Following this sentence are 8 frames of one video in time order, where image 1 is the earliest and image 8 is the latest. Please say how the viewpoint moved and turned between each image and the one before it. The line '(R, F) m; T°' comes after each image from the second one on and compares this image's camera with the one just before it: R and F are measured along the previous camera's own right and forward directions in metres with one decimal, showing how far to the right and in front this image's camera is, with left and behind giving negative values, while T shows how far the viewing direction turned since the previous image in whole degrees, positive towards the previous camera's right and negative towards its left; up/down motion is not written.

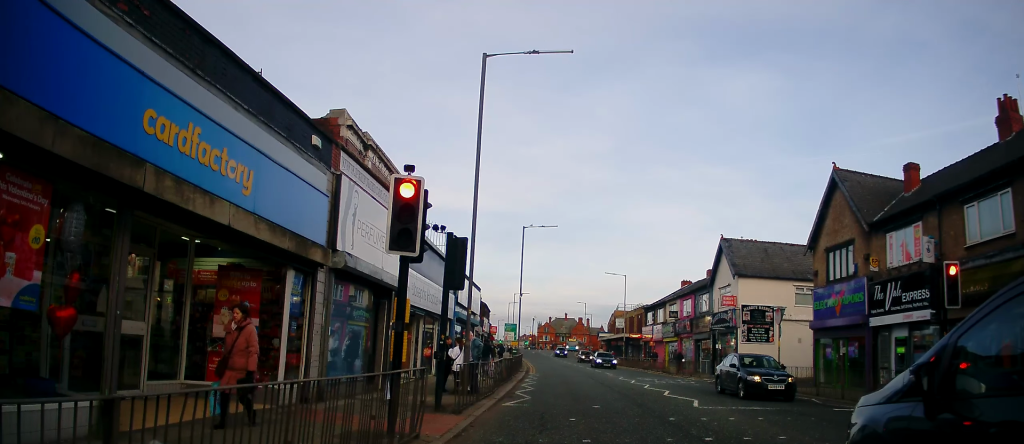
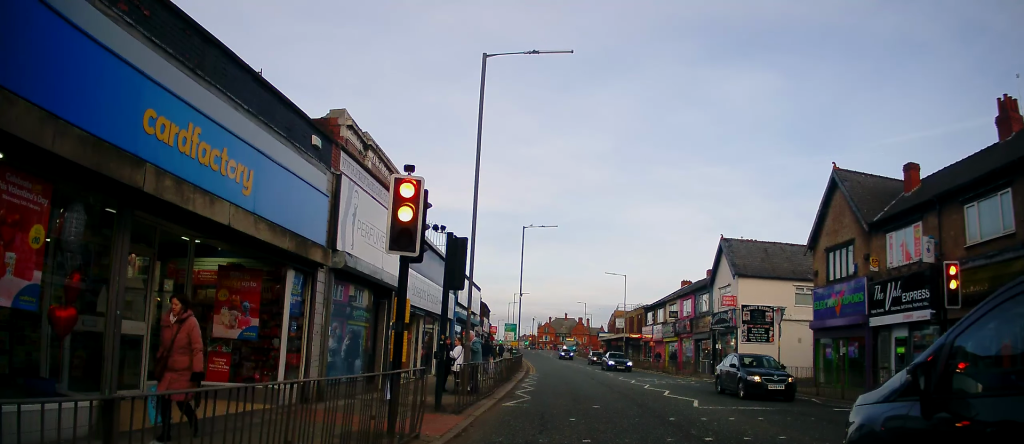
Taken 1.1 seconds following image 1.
(0.0, 0.0) m; 0°
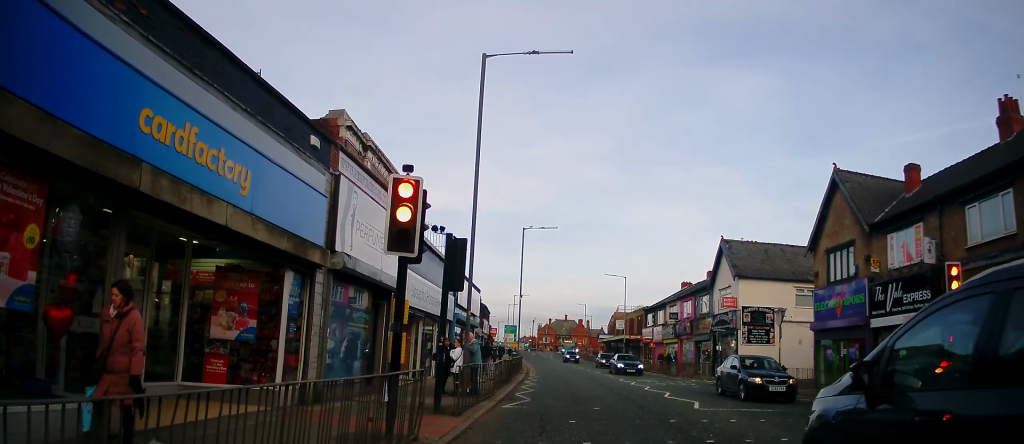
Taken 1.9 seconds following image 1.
(0.0, 0.0) m; 0°
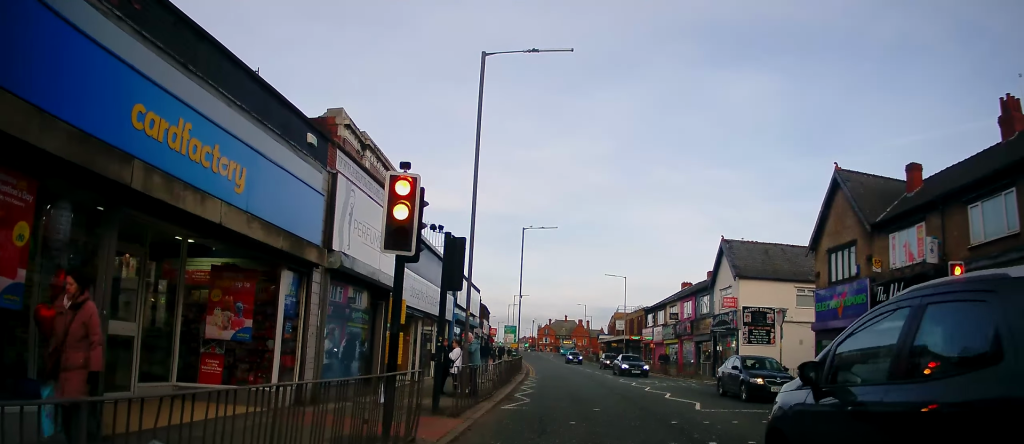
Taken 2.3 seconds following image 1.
(0.0, 0.0) m; 0°
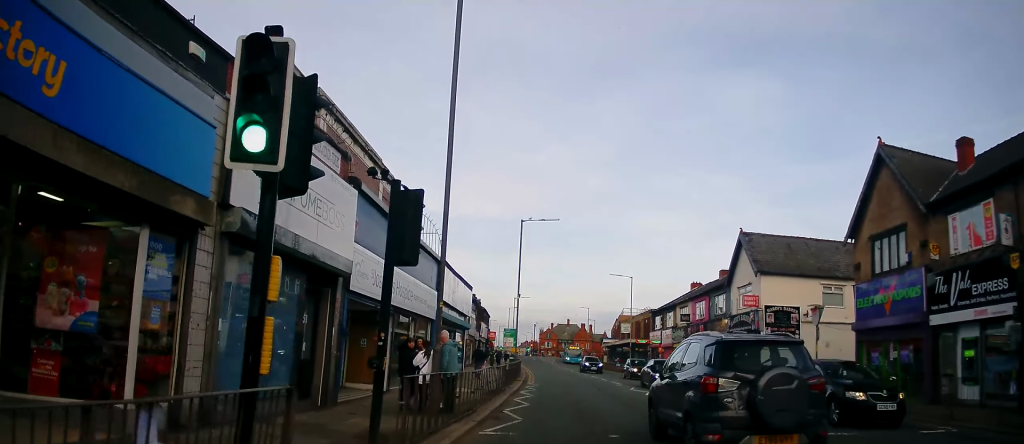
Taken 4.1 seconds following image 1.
(0.0, +2.2) m; +1°
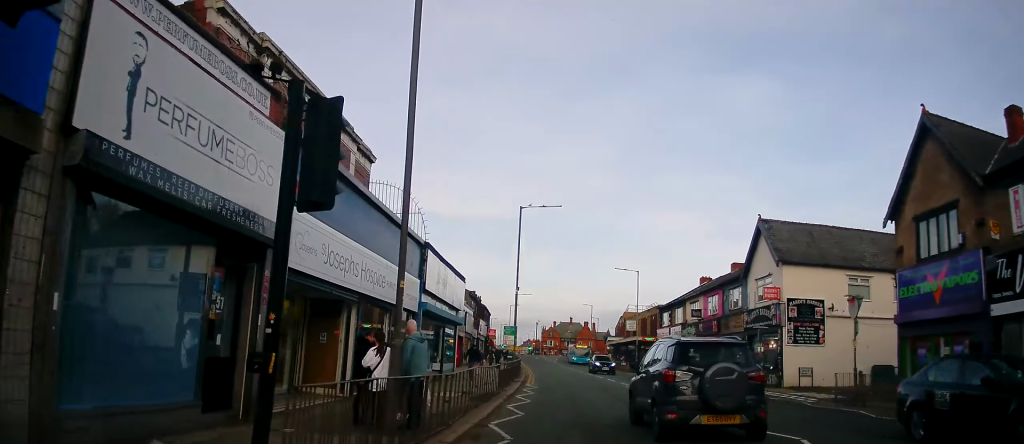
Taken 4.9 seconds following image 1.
(0.0, +2.4) m; 0°
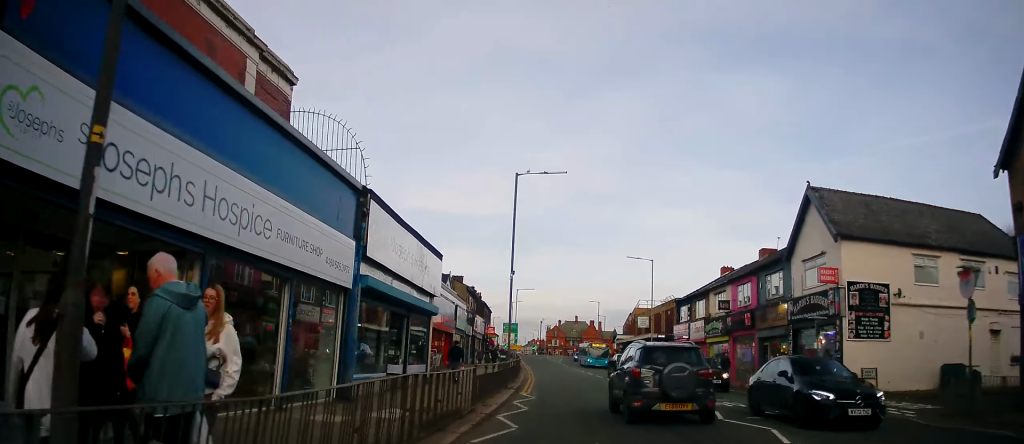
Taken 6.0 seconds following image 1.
(-0.3, +5.7) m; -6°
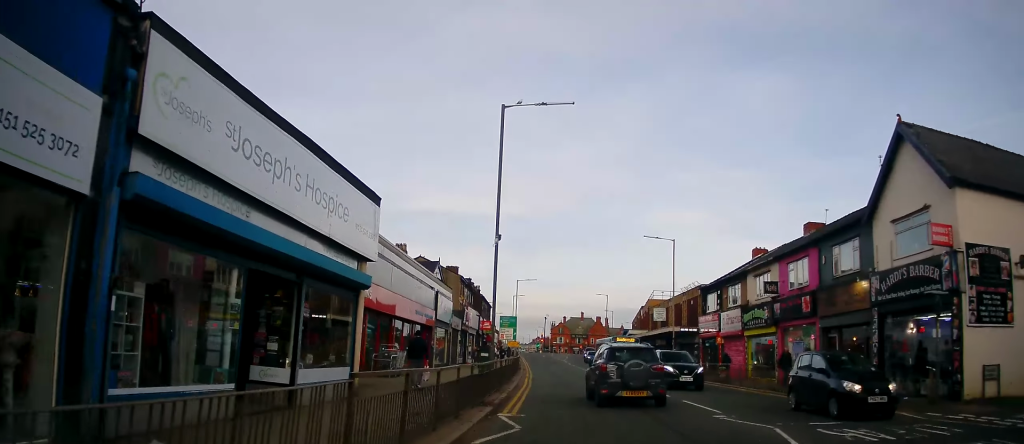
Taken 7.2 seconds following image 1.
(-0.1, +7.7) m; +2°
